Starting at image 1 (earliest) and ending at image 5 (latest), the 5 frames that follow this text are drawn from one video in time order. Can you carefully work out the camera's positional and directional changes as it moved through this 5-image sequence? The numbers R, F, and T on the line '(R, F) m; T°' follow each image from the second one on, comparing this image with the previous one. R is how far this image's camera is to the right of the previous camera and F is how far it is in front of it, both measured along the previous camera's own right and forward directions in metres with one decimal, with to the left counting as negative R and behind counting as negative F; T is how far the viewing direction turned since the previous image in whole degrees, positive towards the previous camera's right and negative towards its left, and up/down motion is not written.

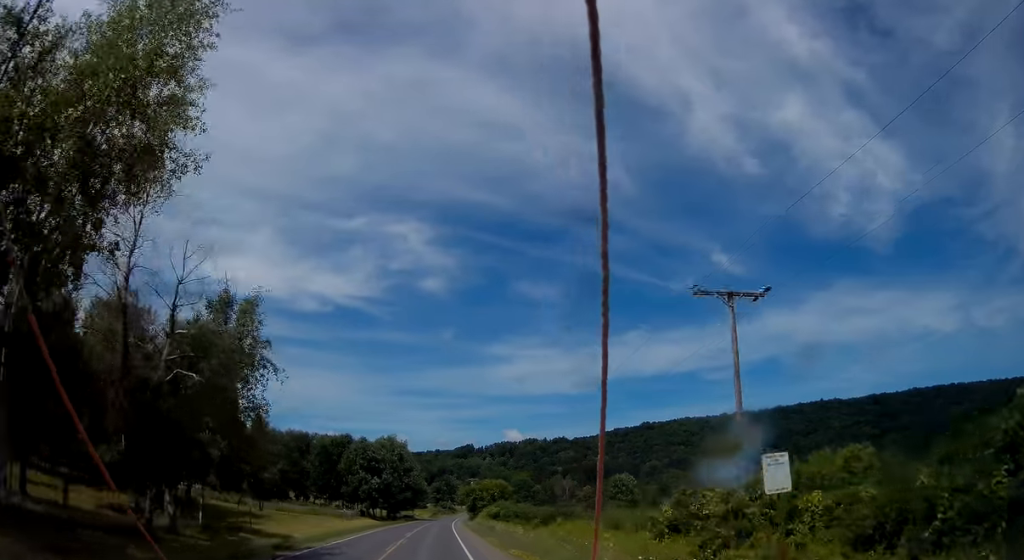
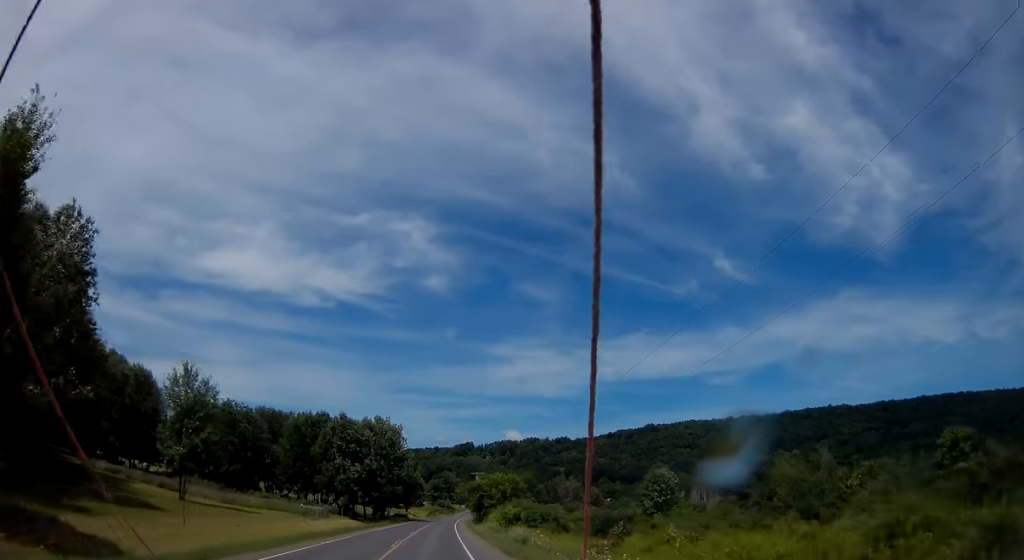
(+0.1, +21.6) m; +1°
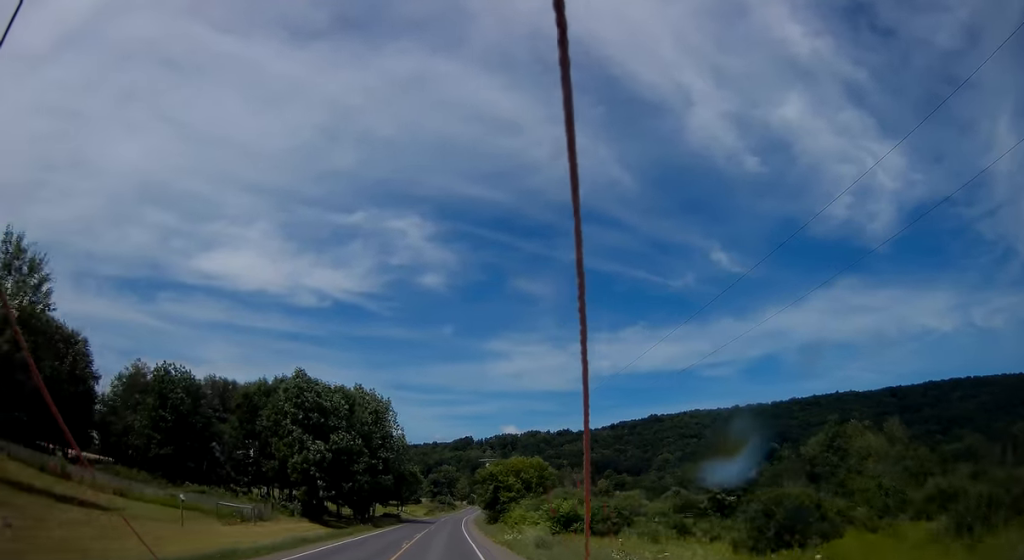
(+0.1, +23.9) m; 0°
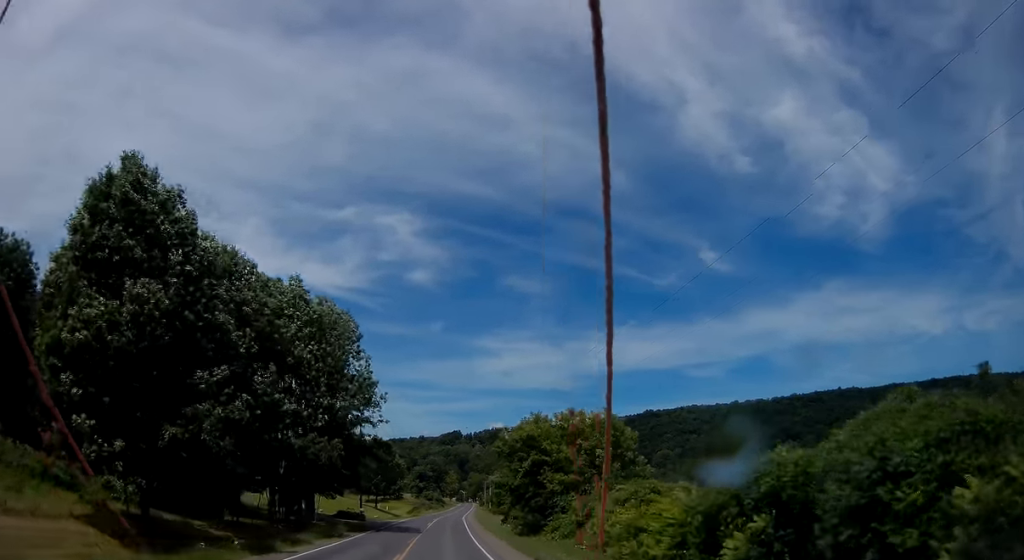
(+0.1, +34.0) m; +2°
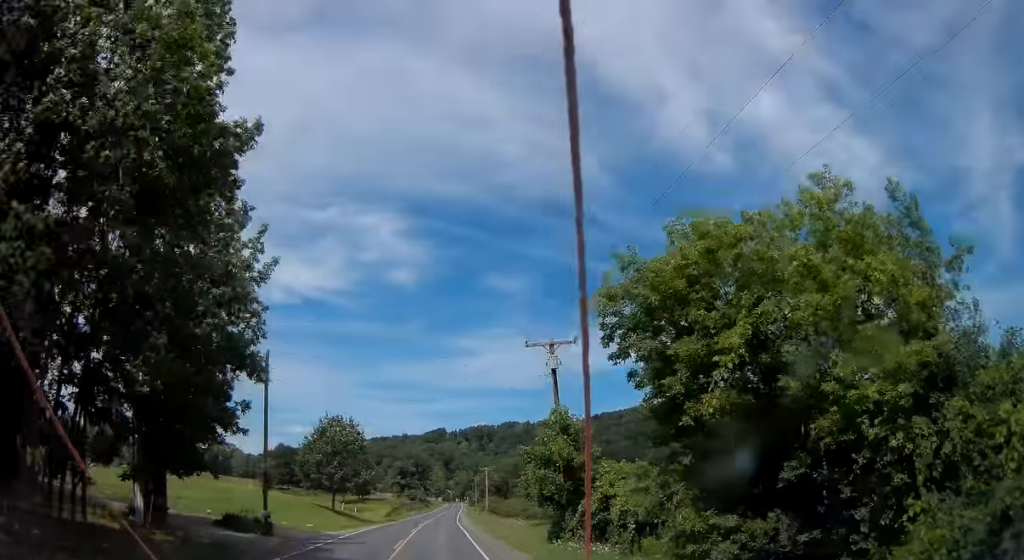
(+0.5, +28.8) m; +1°
